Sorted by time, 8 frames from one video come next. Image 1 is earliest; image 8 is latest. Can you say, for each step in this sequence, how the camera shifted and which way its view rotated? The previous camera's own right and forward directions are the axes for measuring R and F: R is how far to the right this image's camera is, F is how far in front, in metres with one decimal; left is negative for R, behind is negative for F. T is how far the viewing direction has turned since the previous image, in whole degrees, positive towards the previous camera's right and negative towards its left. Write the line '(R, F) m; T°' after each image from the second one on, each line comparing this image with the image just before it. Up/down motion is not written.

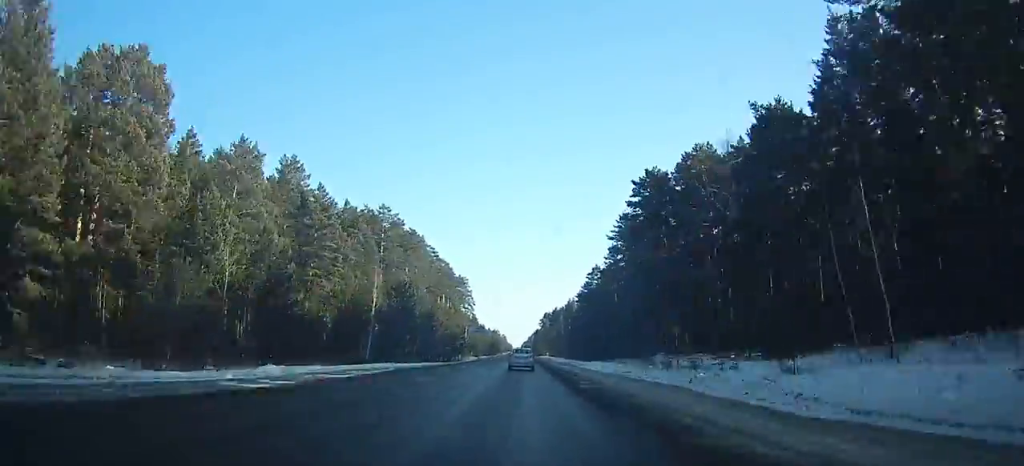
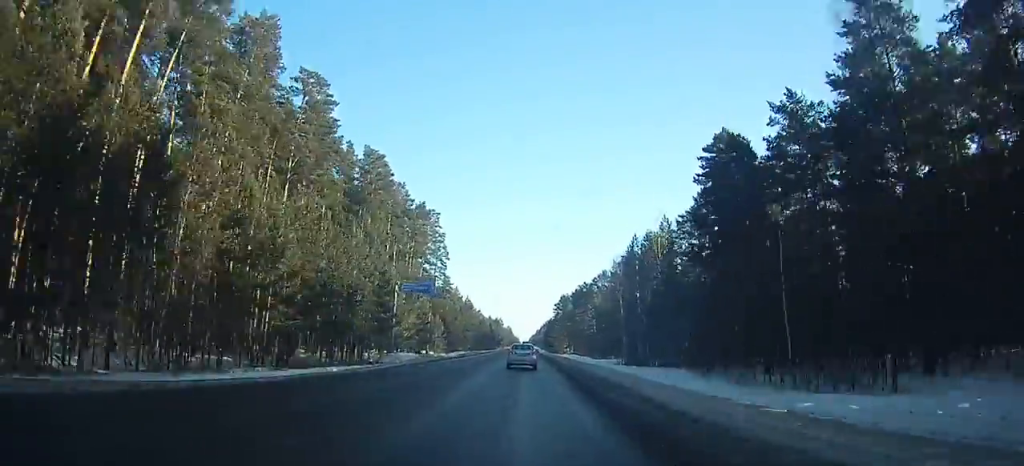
(-0.6, +86.4) m; 0°
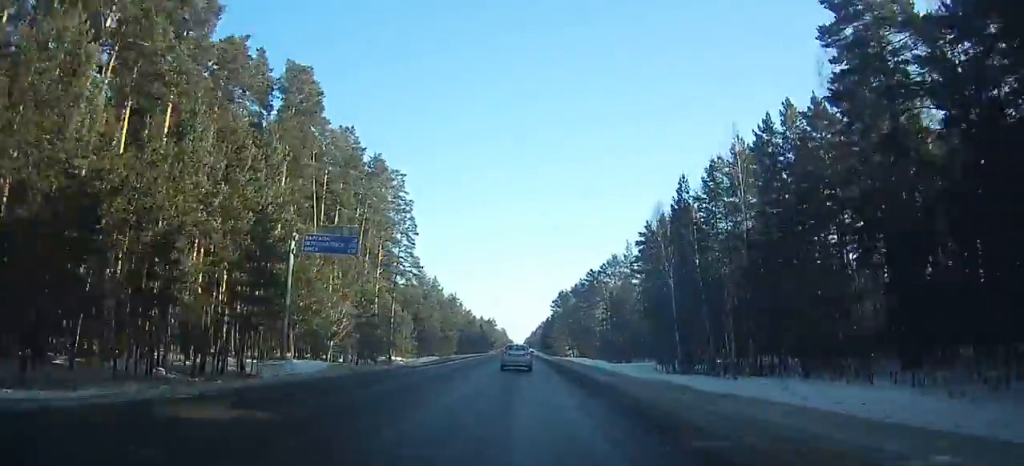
(+0.1, +27.7) m; 0°
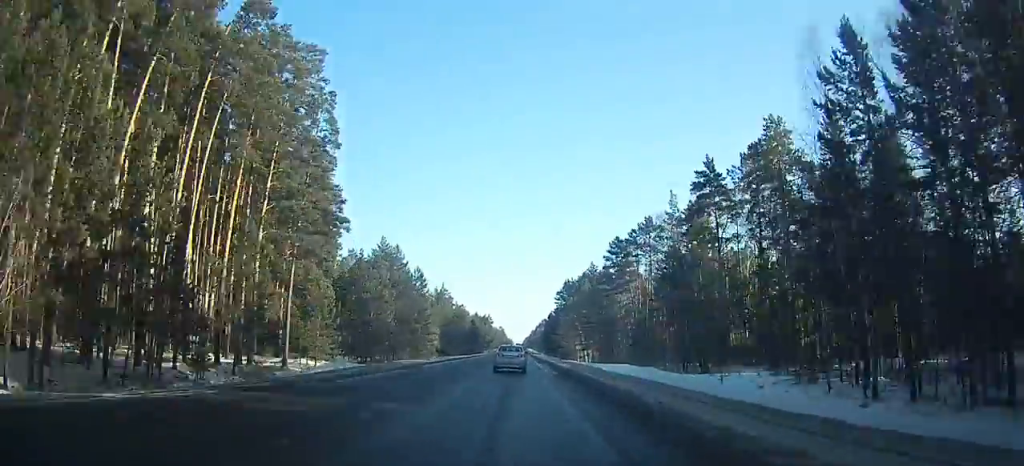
(+0.2, +36.2) m; 0°
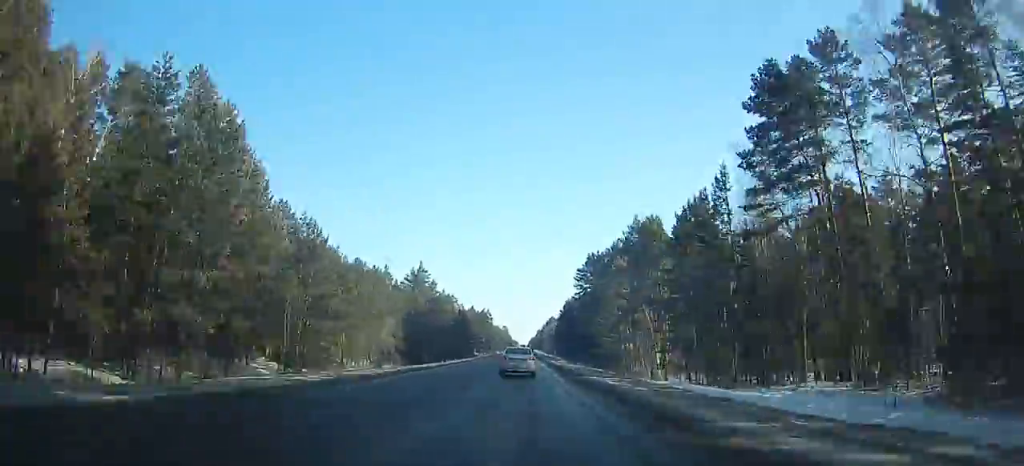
(-0.1, +58.6) m; 0°
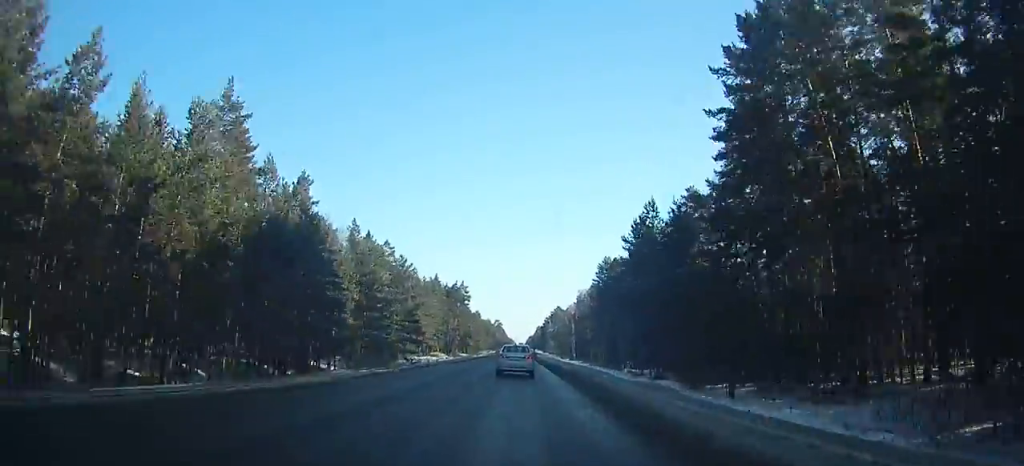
(-0.8, +108.3) m; 0°
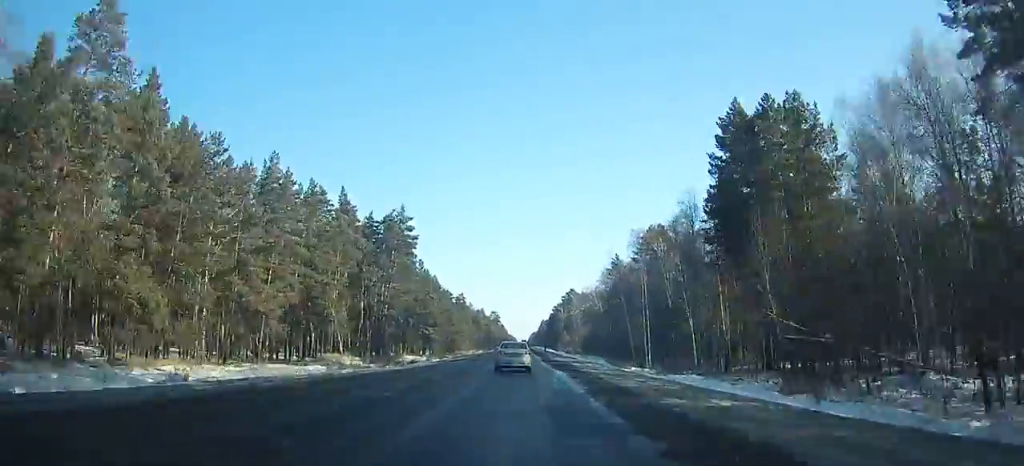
(+0.5, +88.1) m; +1°
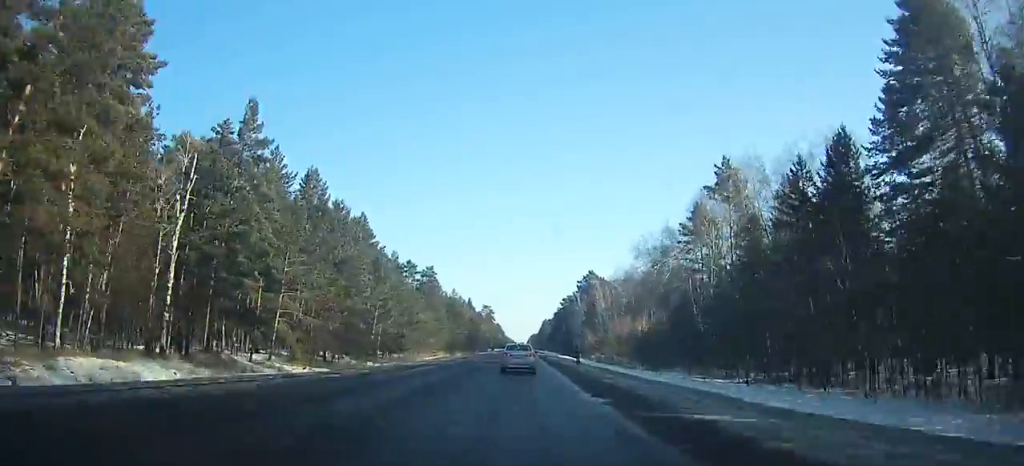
(+0.1, +75.5) m; 0°
